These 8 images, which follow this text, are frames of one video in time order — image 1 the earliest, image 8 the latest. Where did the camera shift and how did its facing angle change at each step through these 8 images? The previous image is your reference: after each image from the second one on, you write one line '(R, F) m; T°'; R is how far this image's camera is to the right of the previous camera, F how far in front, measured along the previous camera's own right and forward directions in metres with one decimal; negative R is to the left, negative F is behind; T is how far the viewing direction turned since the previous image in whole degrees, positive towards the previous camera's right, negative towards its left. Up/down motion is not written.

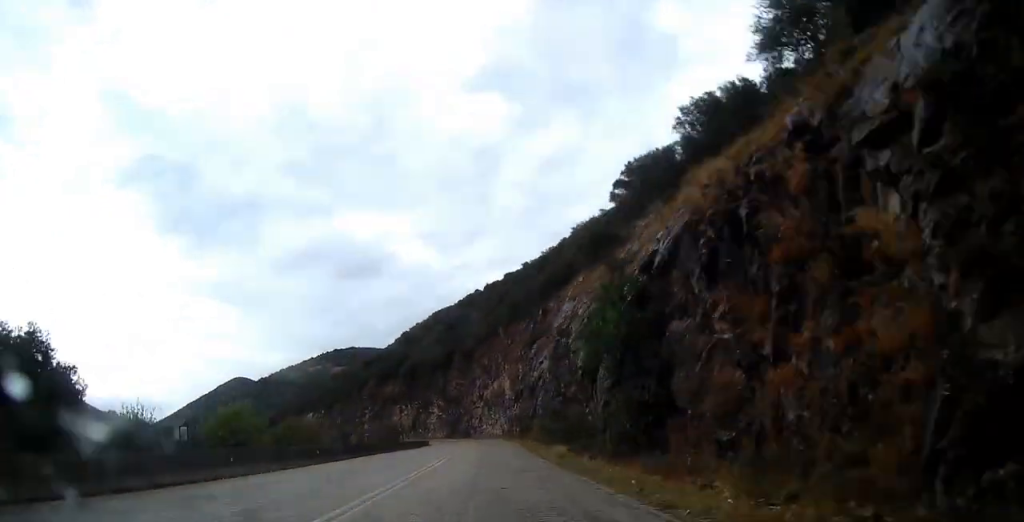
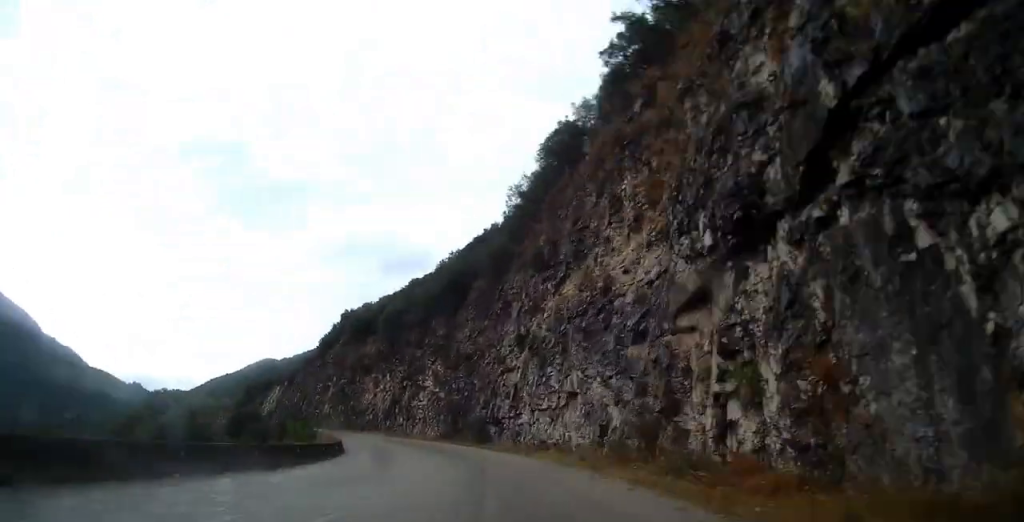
(+8.0, +90.6) m; -8°
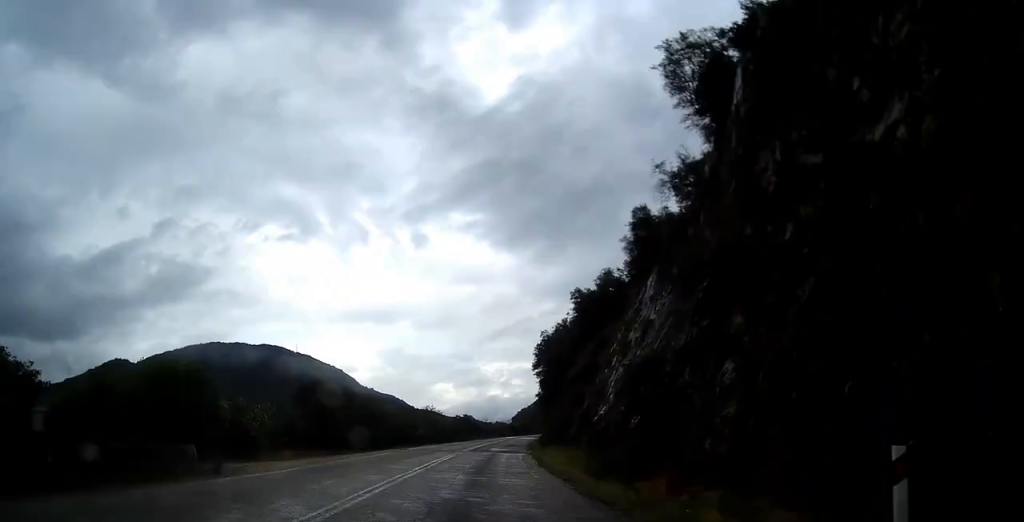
(-38.3, +135.1) m; -15°
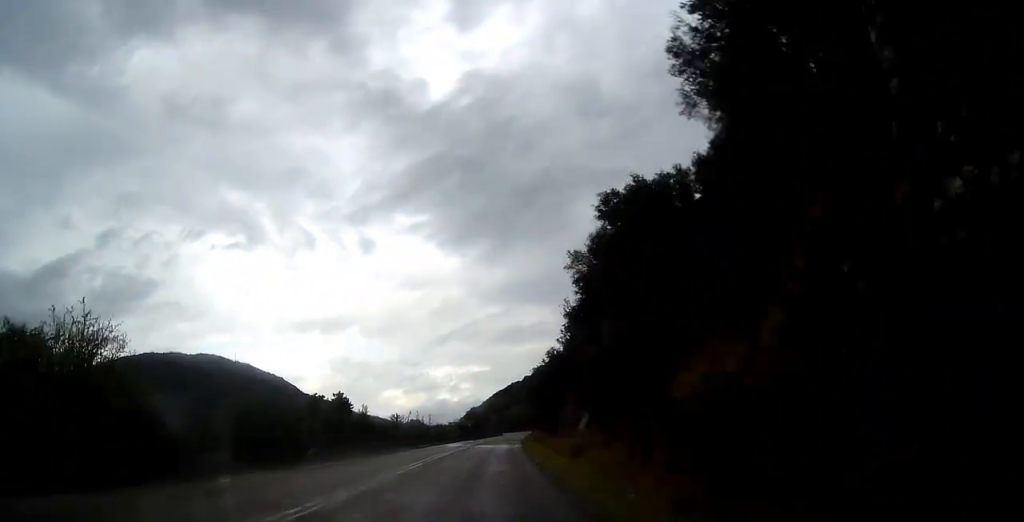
(+0.5, +72.7) m; +2°
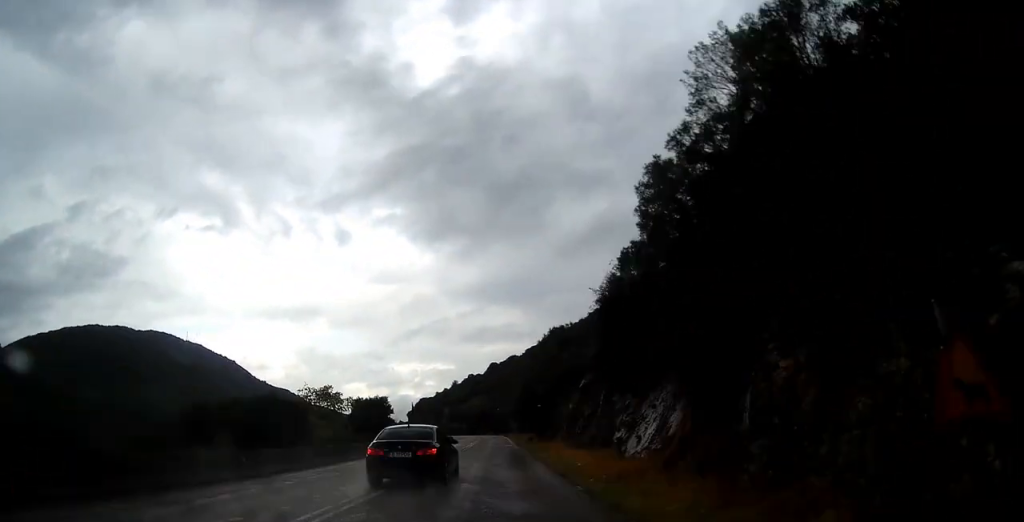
(+3.0, +91.1) m; -1°
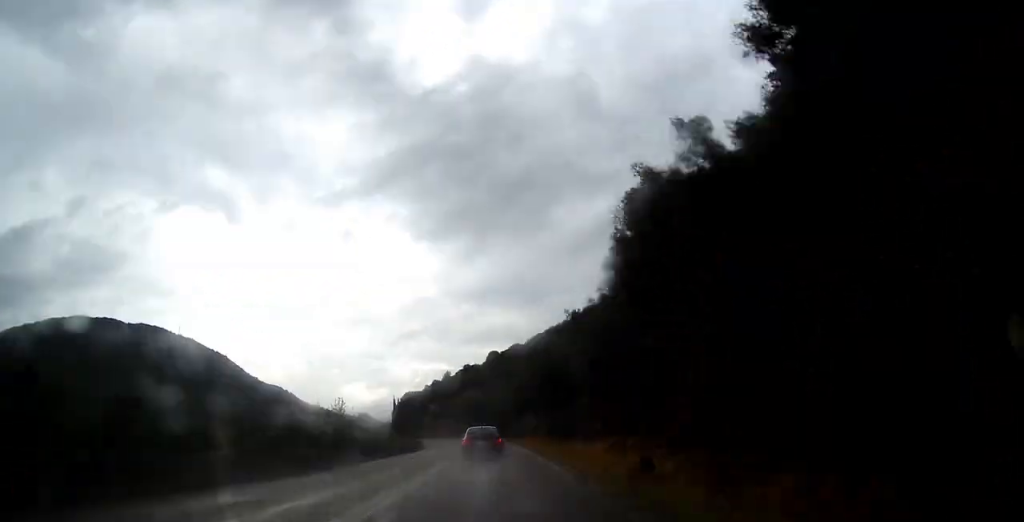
(-0.4, +50.4) m; -2°
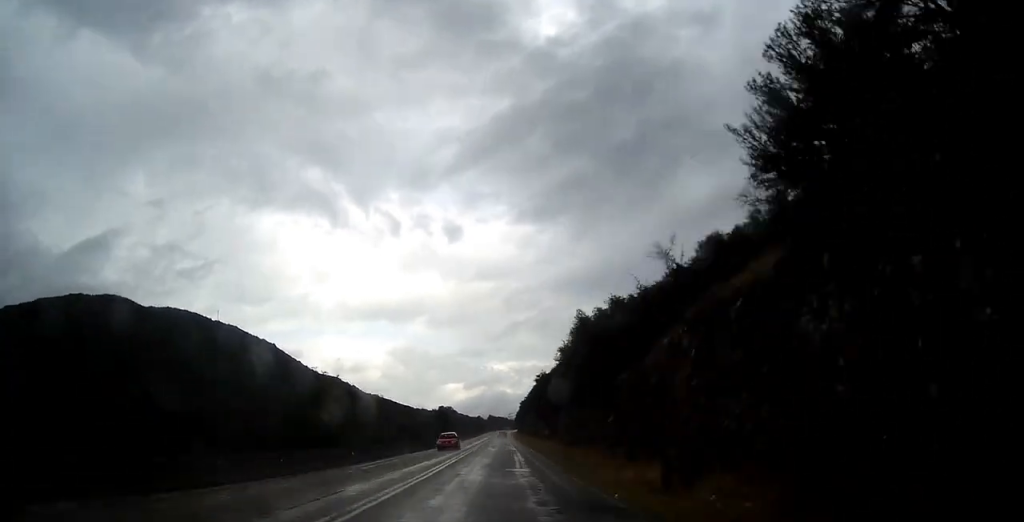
(-34.2, +359.1) m; -3°
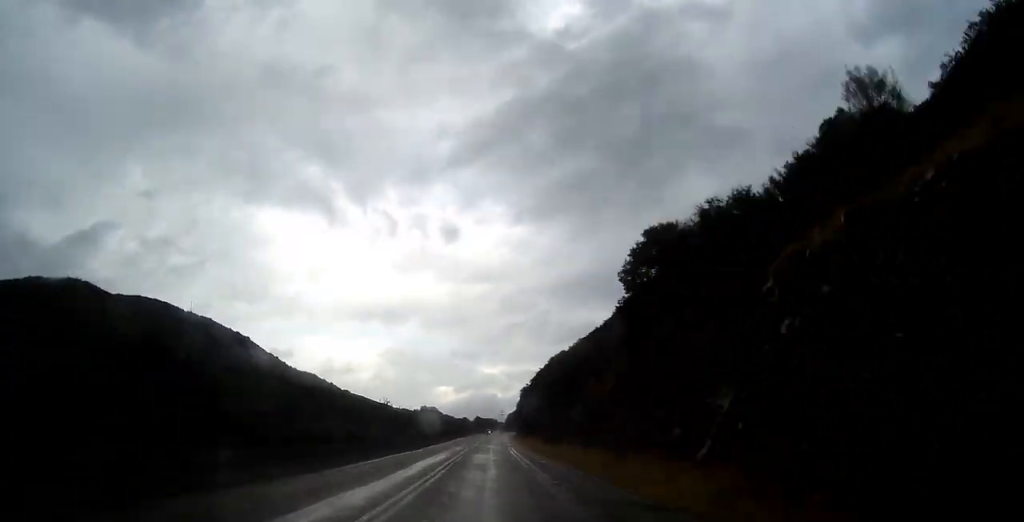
(+1.1, +89.1) m; +1°
